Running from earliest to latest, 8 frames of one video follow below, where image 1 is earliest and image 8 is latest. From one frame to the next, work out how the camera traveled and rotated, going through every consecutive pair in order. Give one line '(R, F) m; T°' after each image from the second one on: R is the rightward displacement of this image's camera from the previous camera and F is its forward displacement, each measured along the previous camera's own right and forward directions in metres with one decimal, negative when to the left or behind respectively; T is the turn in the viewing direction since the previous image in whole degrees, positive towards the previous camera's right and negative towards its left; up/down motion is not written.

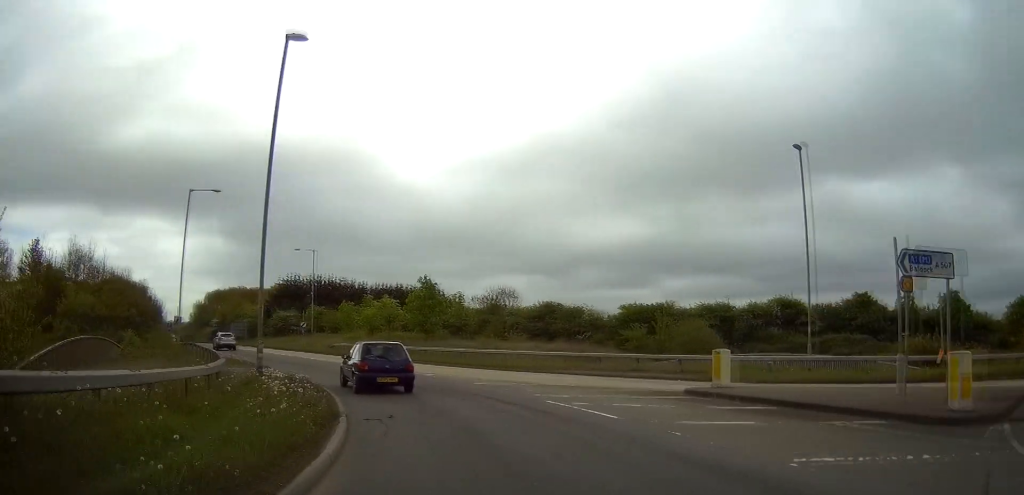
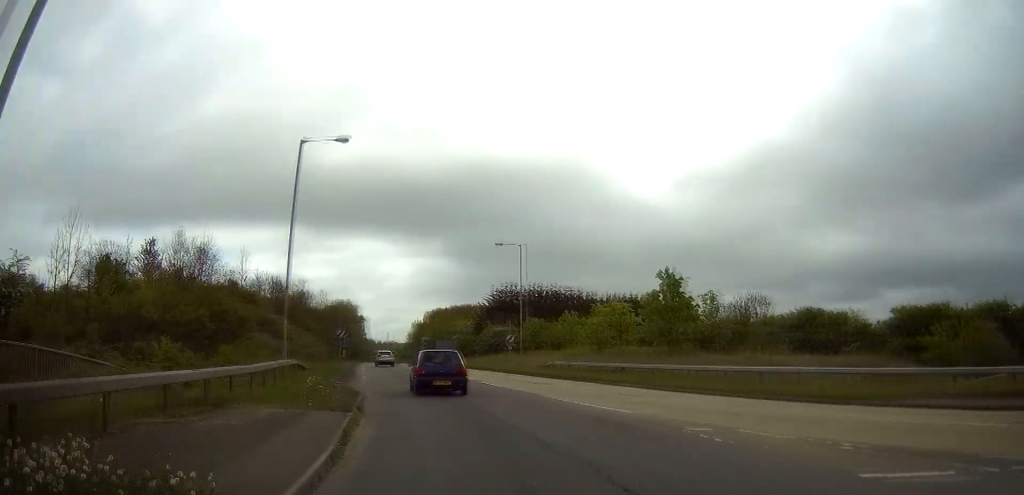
(-1.0, +15.0) m; -13°
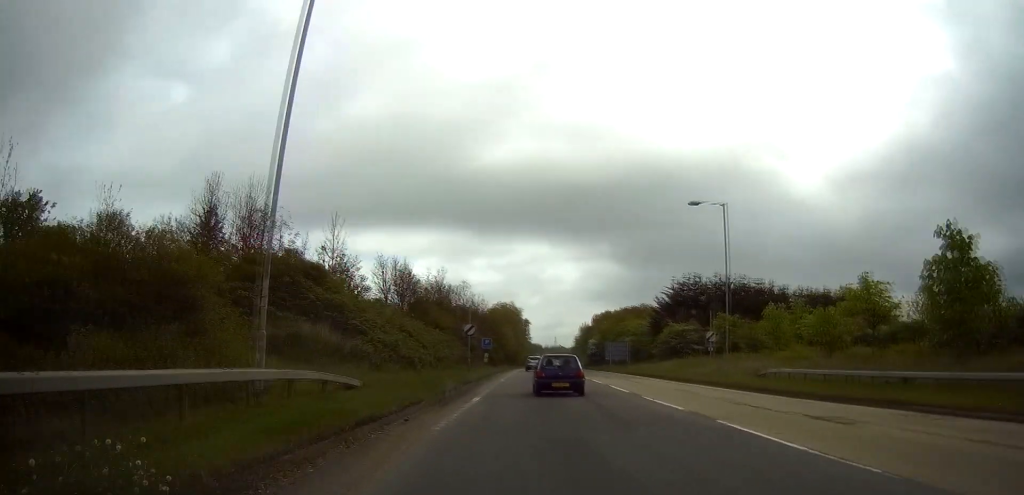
(-2.8, +16.6) m; -15°
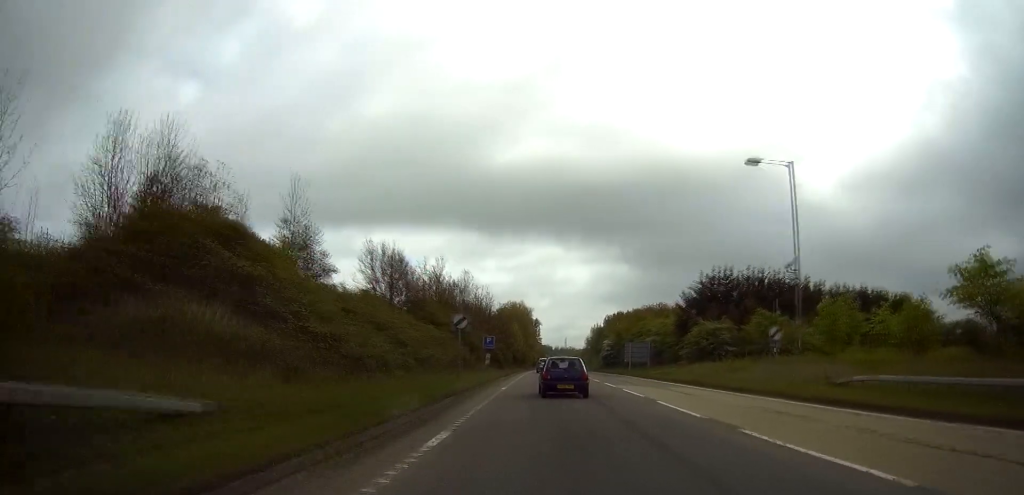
(-0.5, +9.6) m; -3°
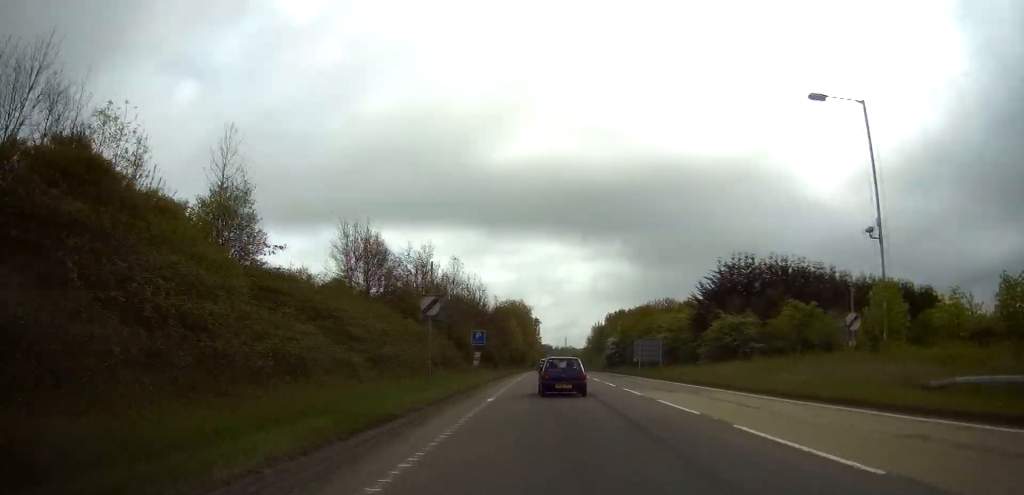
(-0.2, +8.2) m; -1°
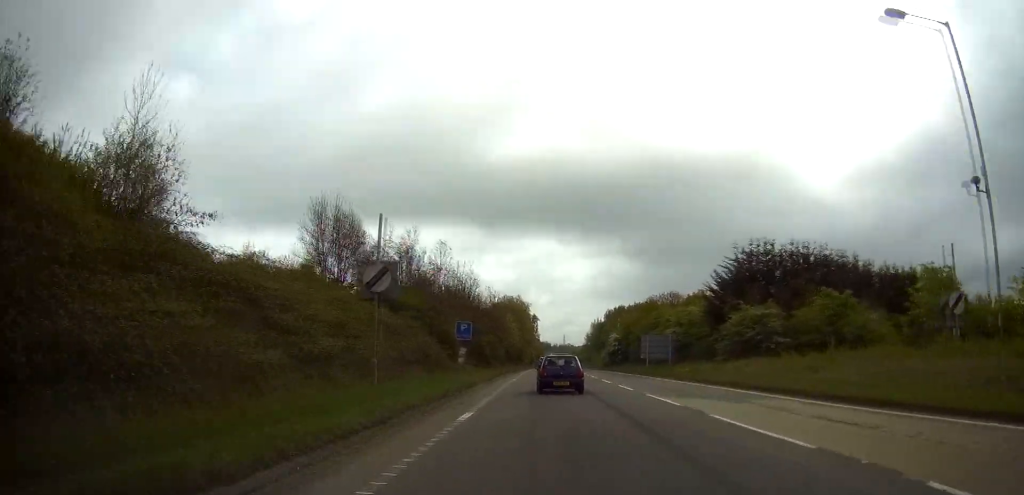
(0.0, +6.7) m; 0°
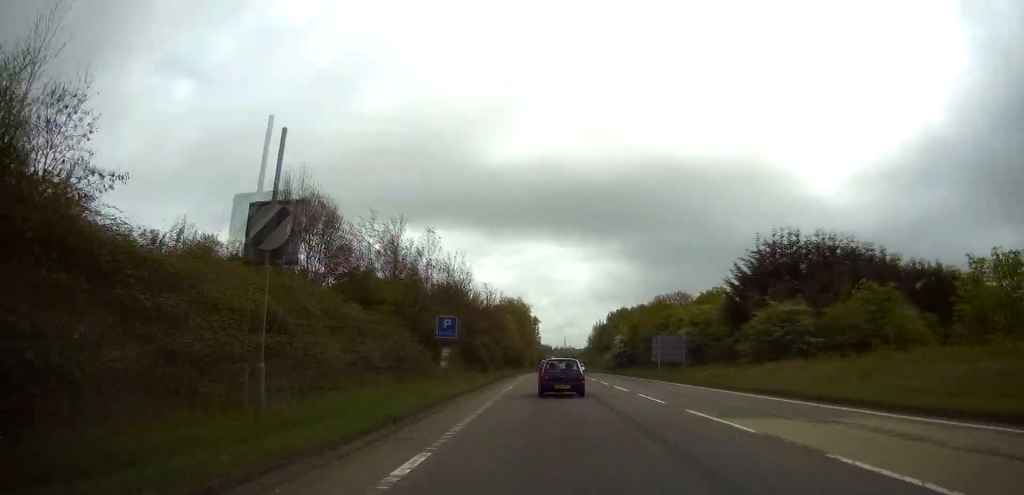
(0.0, +6.2) m; 0°
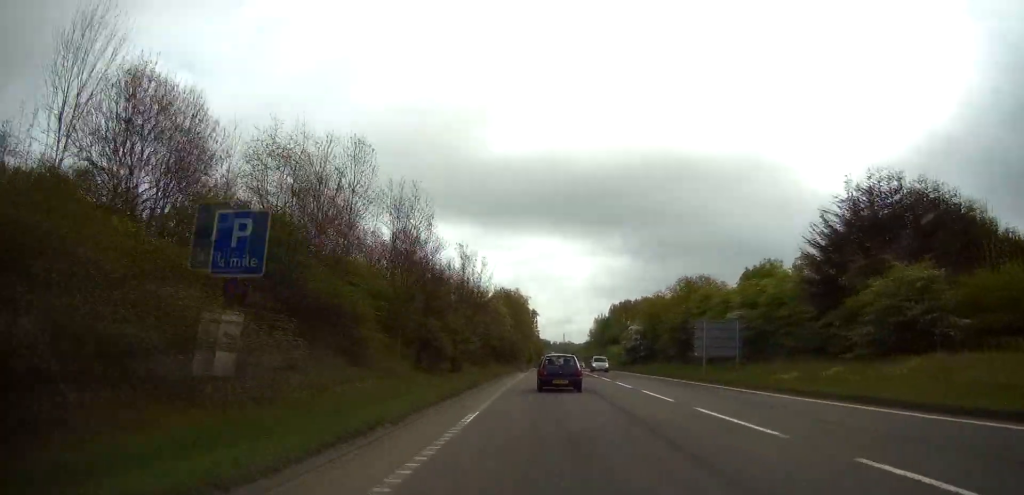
(+0.1, +18.2) m; -1°
